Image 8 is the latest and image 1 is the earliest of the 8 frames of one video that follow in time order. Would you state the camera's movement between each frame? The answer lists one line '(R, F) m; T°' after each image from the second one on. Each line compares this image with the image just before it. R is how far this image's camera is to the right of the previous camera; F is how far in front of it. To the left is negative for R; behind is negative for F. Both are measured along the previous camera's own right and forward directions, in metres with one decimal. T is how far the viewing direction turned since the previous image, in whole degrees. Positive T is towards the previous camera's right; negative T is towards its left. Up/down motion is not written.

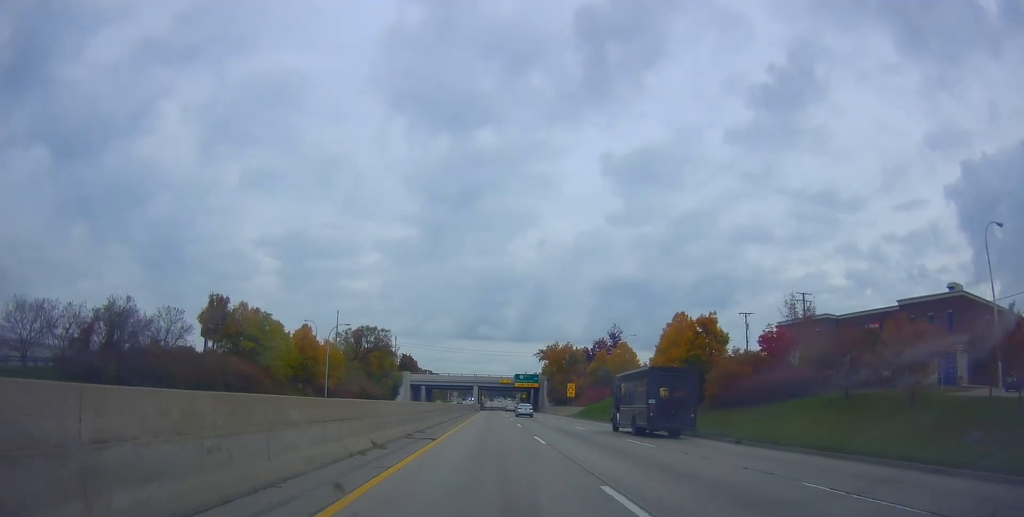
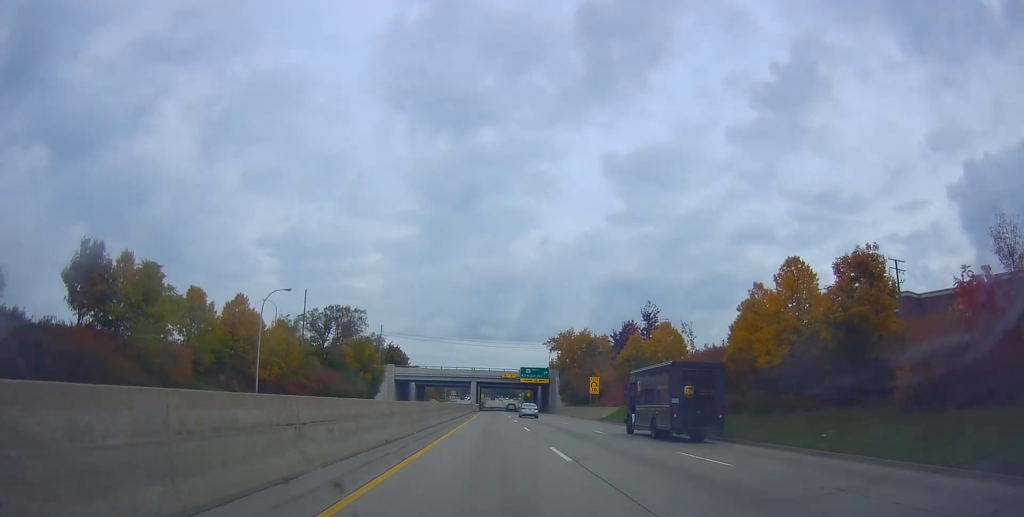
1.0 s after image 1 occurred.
(-0.4, +22.4) m; 0°
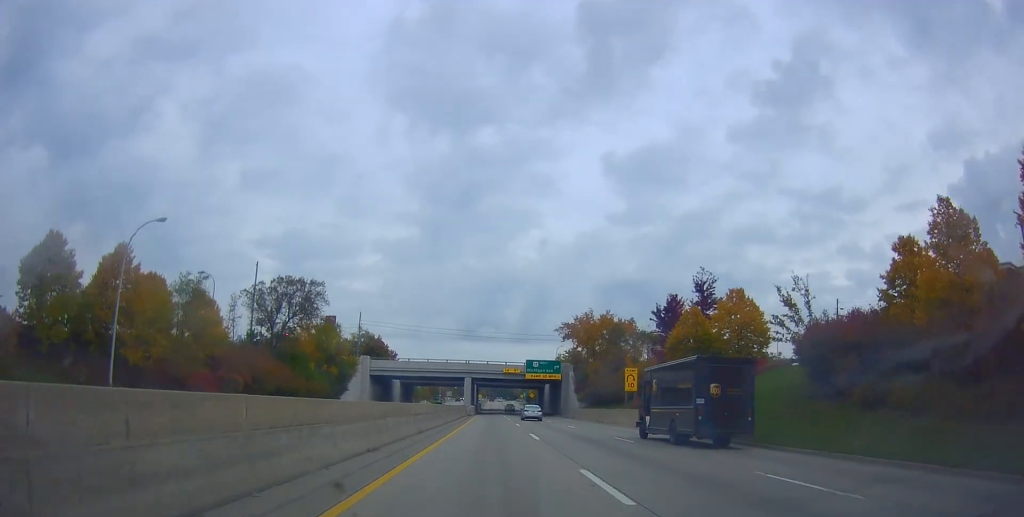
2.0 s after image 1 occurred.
(+0.4, +21.6) m; +2°
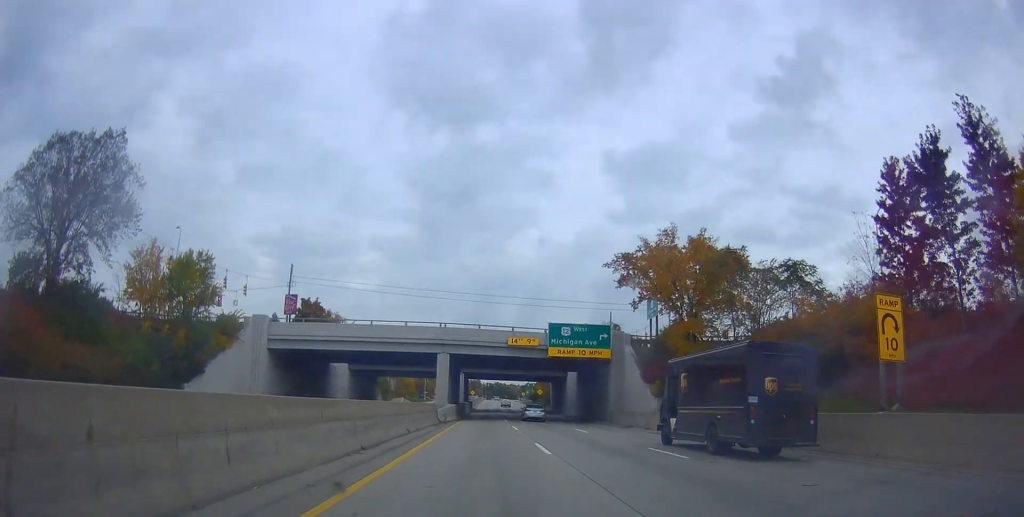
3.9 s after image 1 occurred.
(-1.1, +40.0) m; -4°
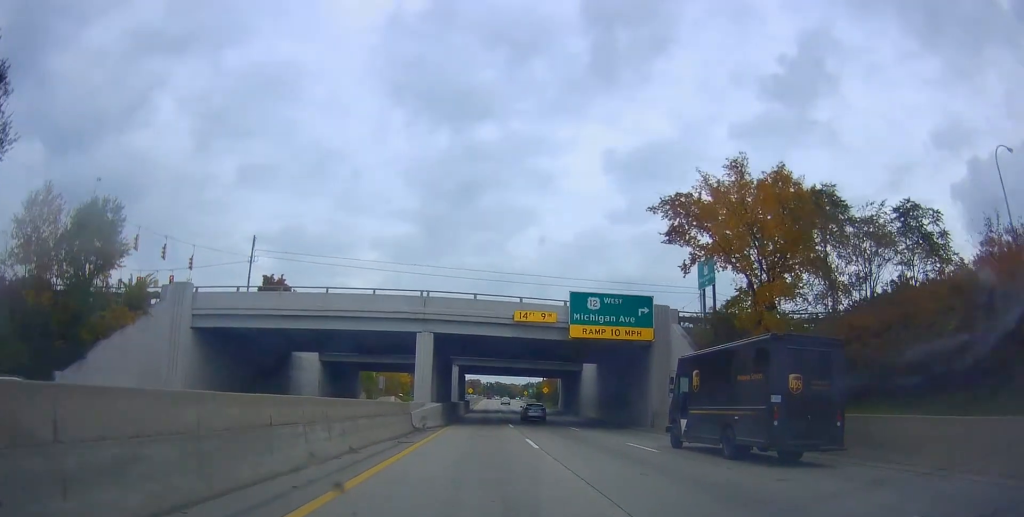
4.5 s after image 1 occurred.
(0.0, +13.5) m; 0°
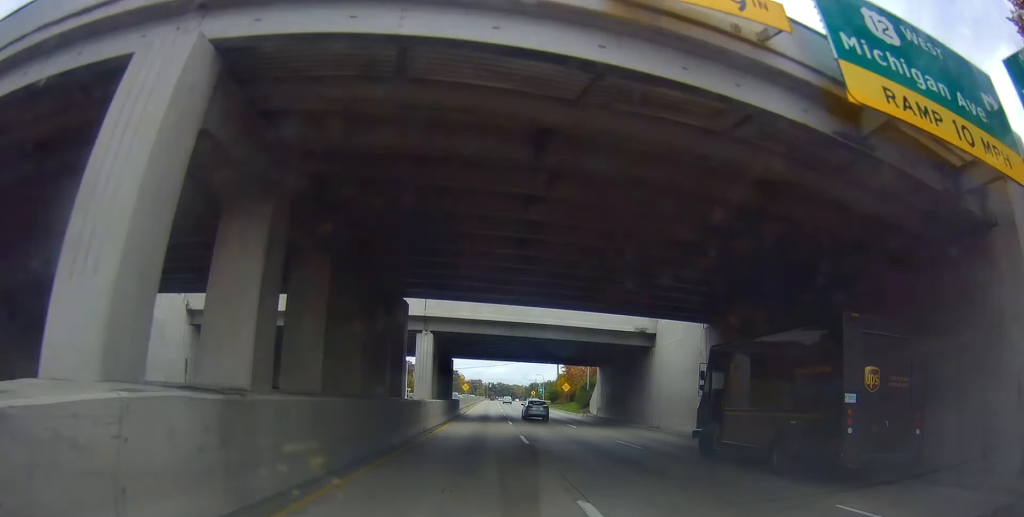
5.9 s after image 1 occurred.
(+0.3, +29.8) m; +1°
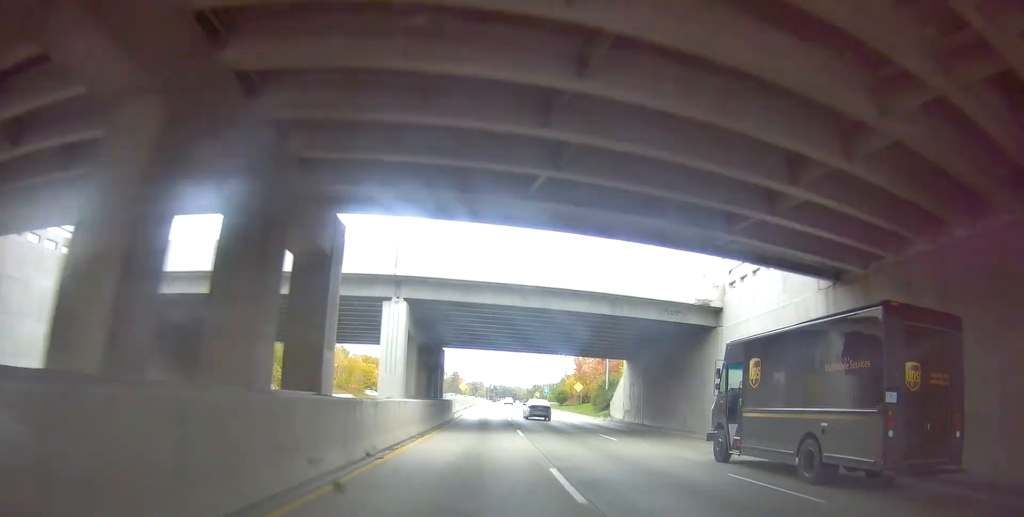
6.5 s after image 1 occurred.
(+0.1, +11.3) m; 0°
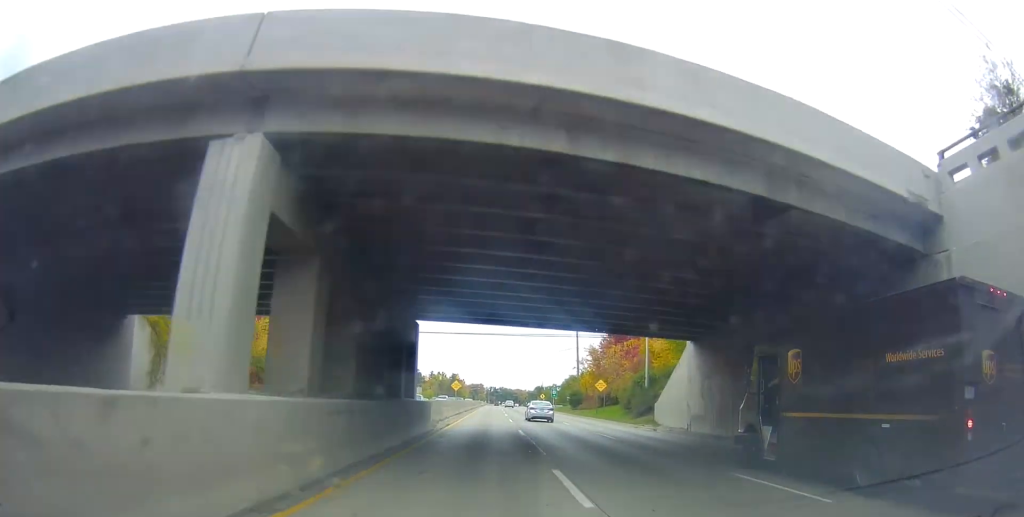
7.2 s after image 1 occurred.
(+0.2, +15.5) m; 0°
